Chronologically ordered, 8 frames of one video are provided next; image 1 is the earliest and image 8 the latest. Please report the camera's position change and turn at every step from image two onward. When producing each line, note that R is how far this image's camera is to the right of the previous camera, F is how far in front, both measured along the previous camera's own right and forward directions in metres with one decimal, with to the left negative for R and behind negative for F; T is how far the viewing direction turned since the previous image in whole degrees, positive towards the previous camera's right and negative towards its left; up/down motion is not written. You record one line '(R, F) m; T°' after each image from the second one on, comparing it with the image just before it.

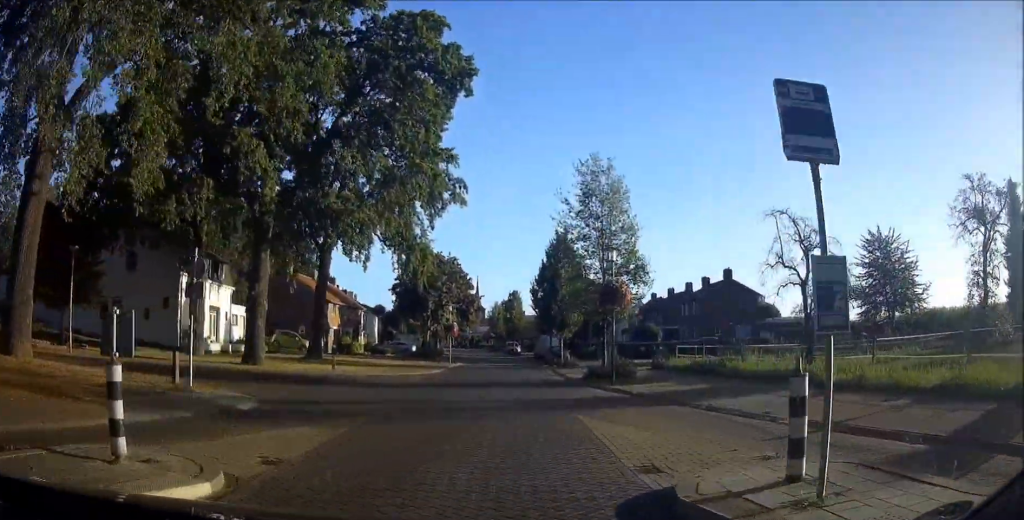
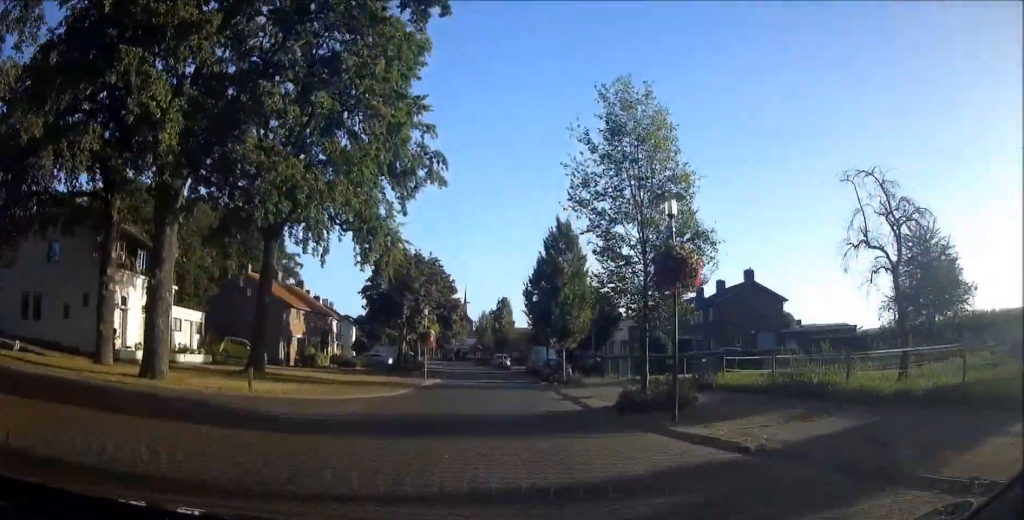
(0.0, +9.7) m; -1°
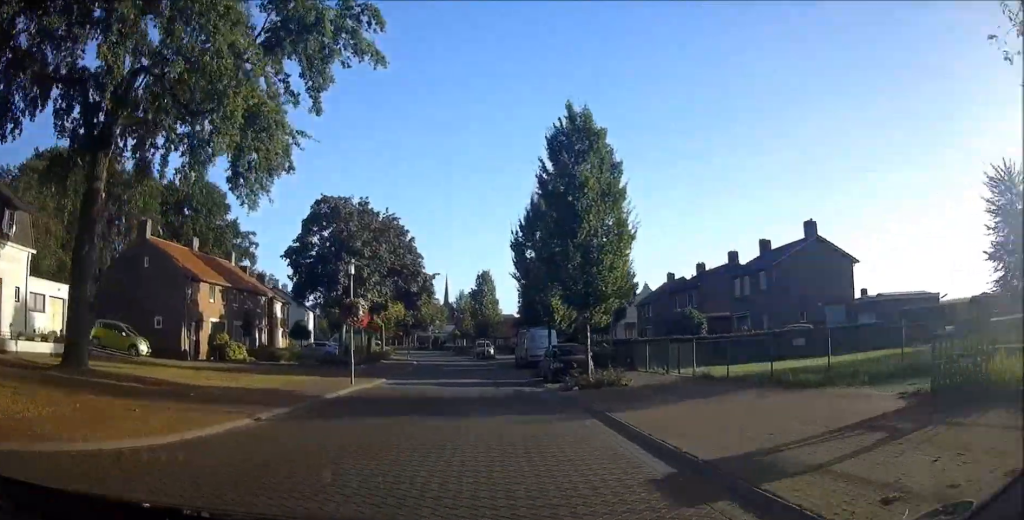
(-0.3, +17.1) m; -3°
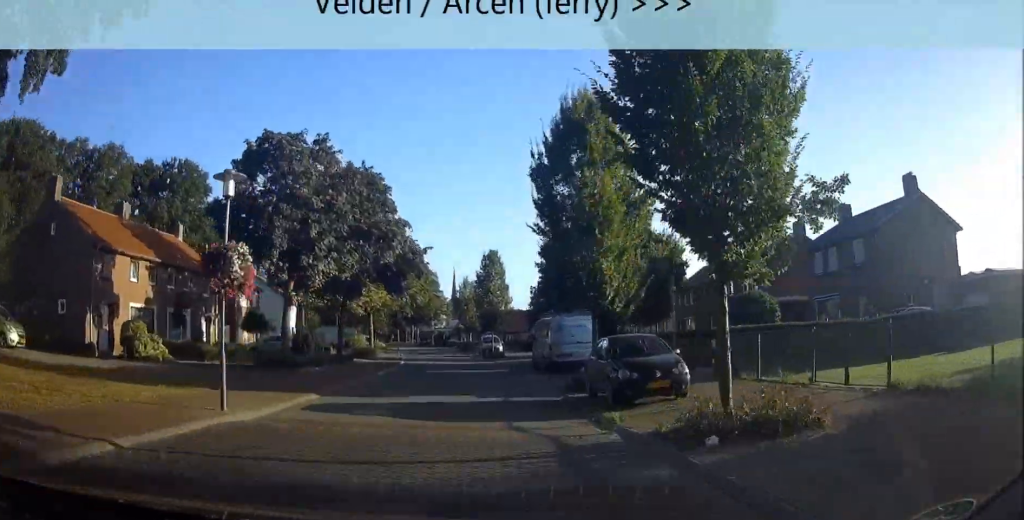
(-0.2, +12.9) m; -2°
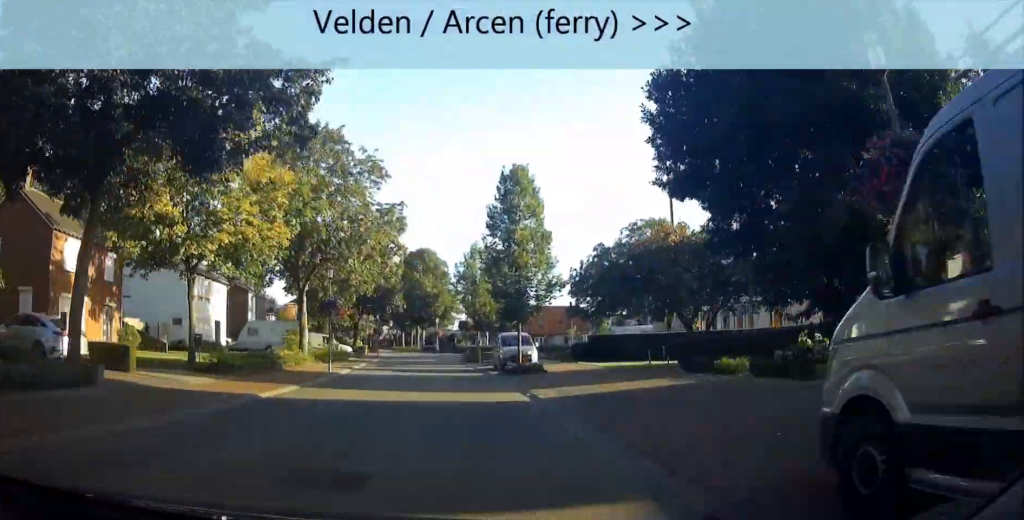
(-1.5, +28.4) m; -5°
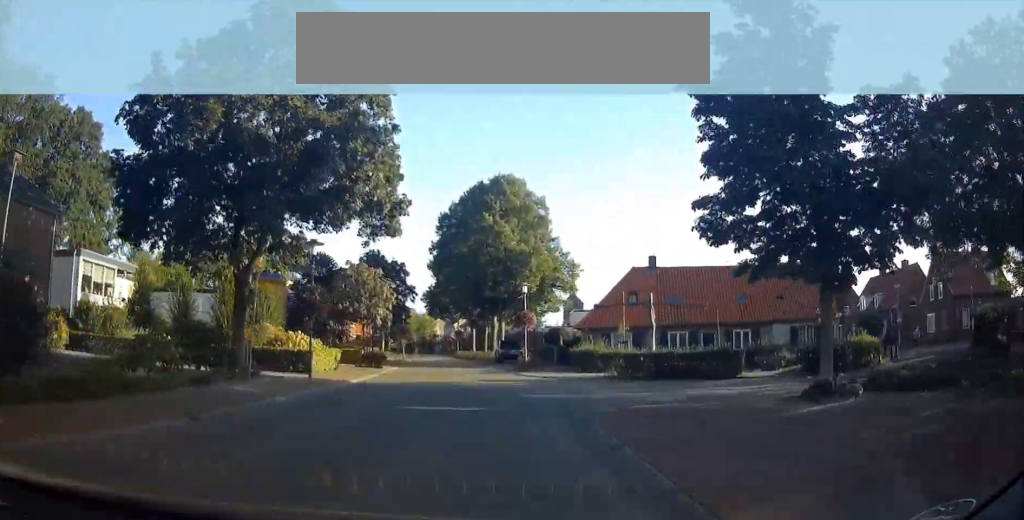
(-2.9, +51.0) m; -4°
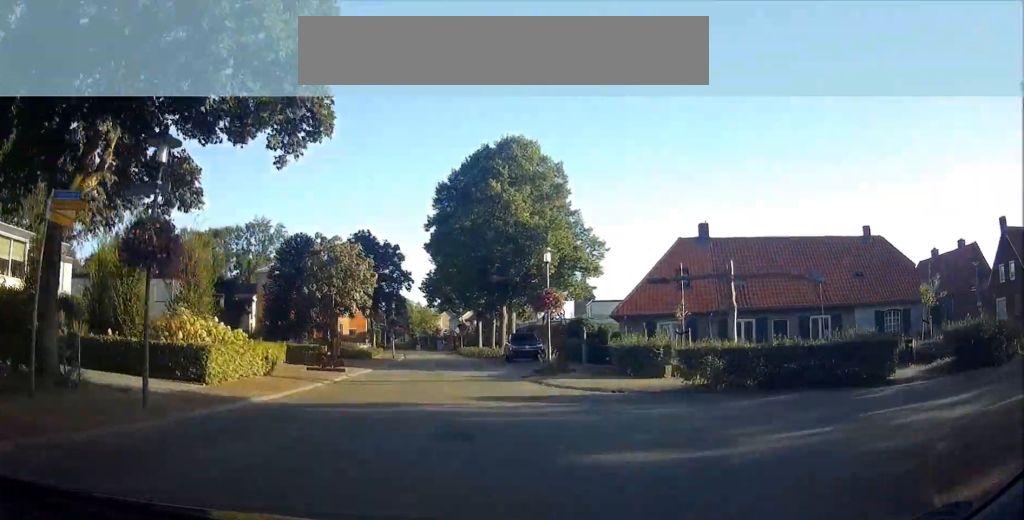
(0.0, +10.5) m; +1°
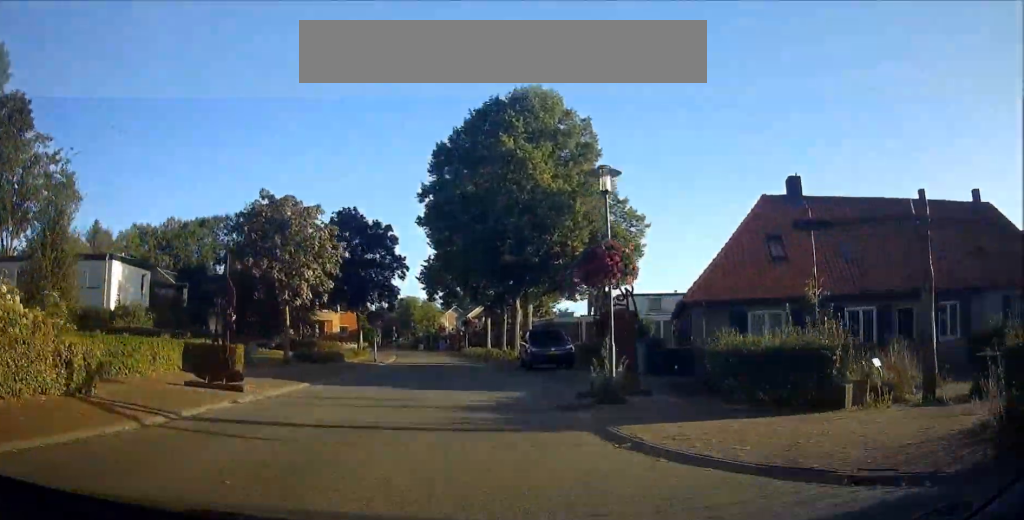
(+0.1, +11.3) m; +1°
